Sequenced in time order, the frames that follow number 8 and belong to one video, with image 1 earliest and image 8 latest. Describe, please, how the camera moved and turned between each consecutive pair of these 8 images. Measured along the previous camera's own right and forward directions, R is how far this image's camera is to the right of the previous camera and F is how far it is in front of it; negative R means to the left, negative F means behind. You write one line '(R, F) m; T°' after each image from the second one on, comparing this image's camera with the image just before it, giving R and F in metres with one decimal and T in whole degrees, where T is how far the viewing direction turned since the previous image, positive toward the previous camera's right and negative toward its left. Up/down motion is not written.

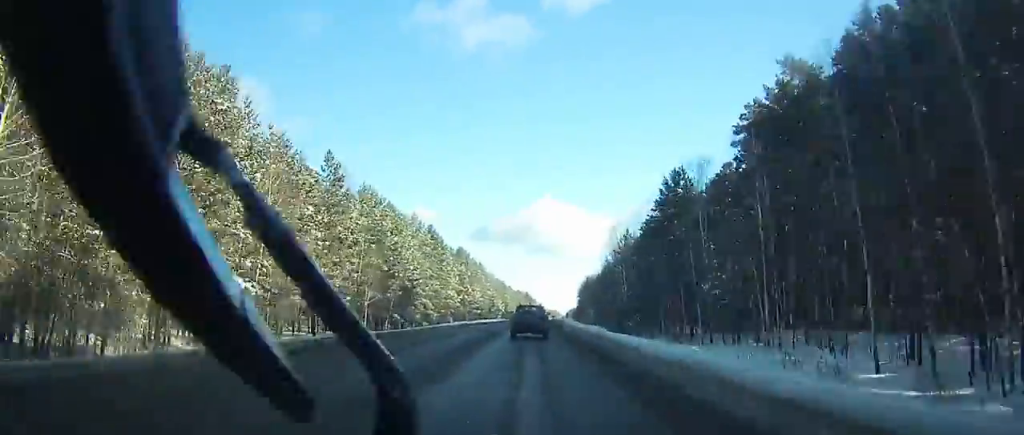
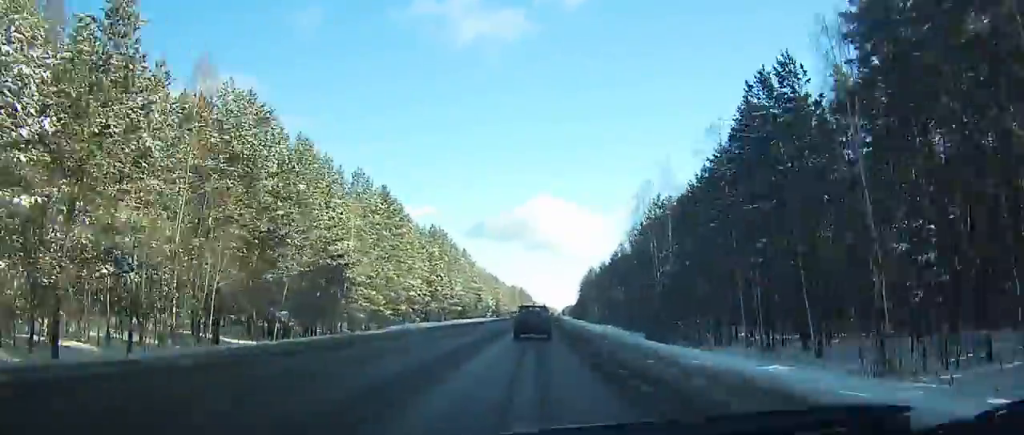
(+0.3, +28.5) m; +1°
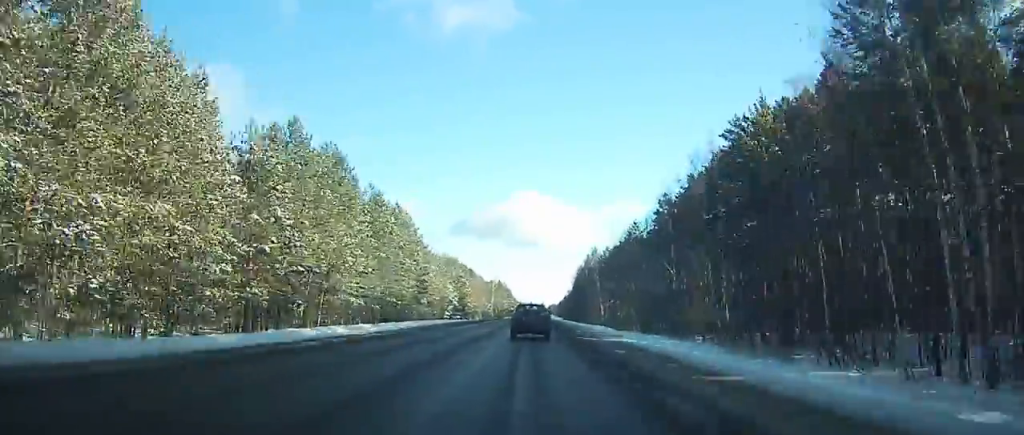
(+0.4, +52.3) m; +1°
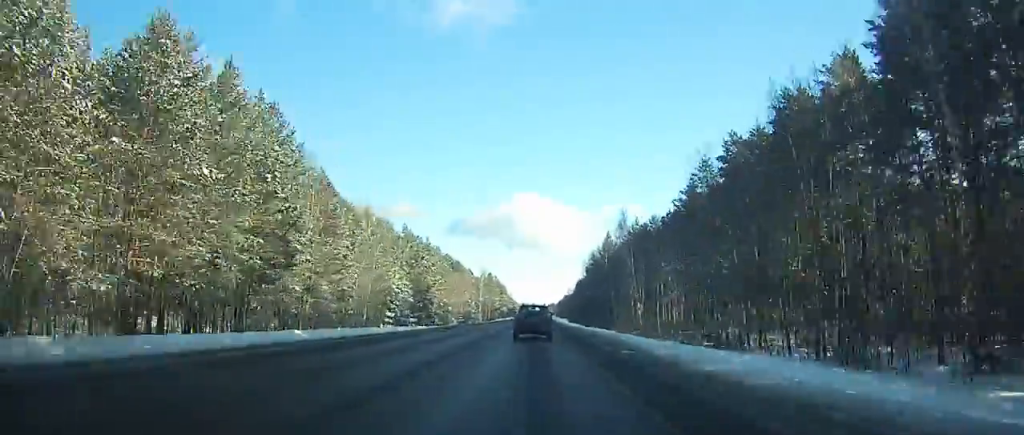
(+0.6, +47.5) m; +1°
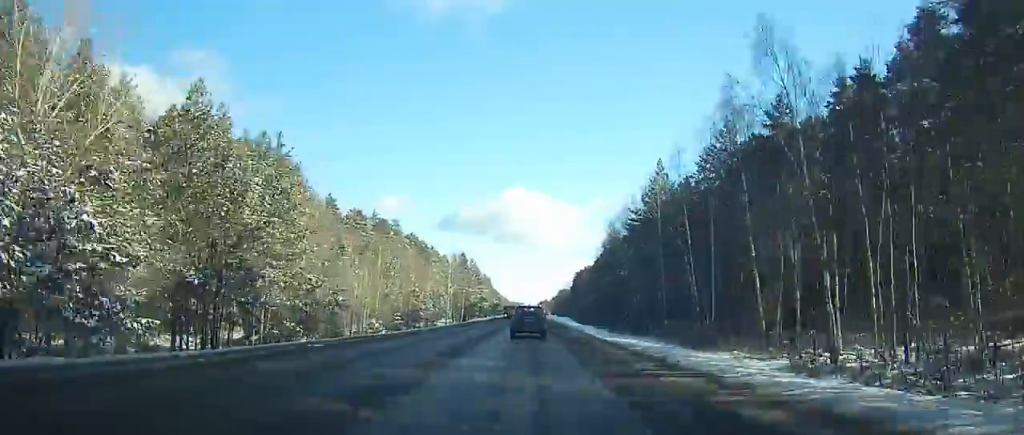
(+0.4, +57.0) m; 0°
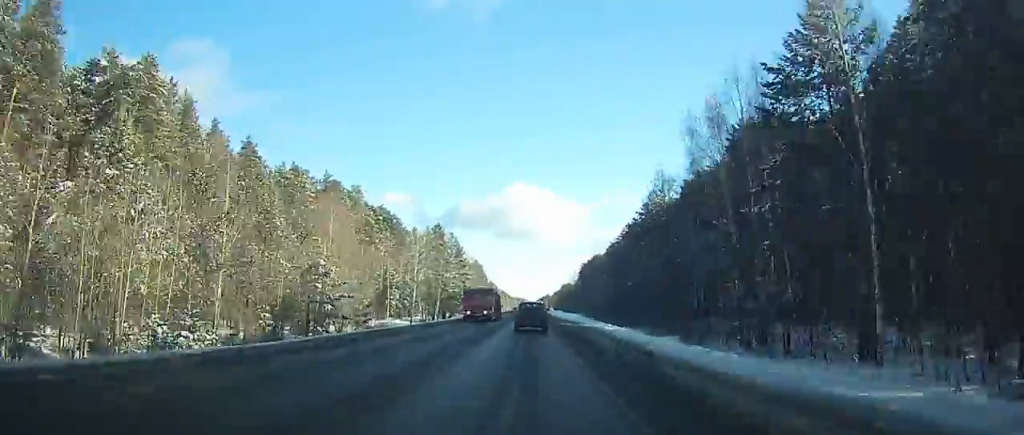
(+0.1, +40.7) m; 0°
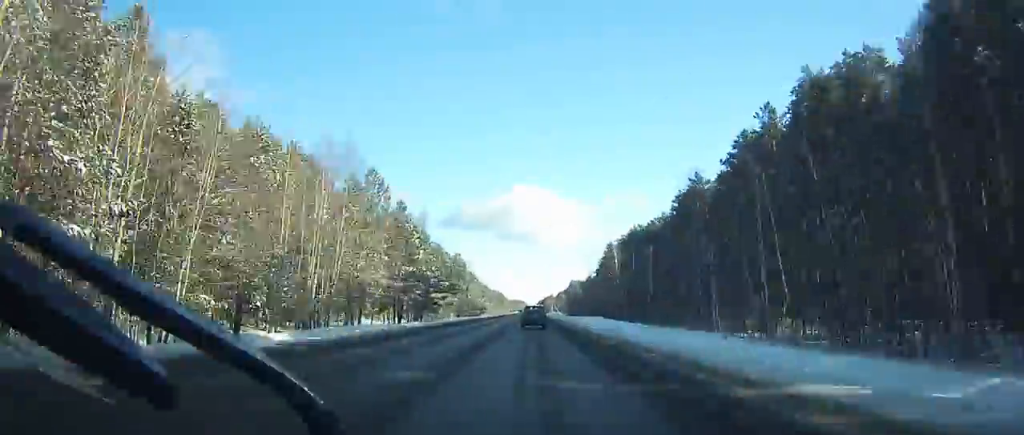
(0.0, +109.1) m; 0°
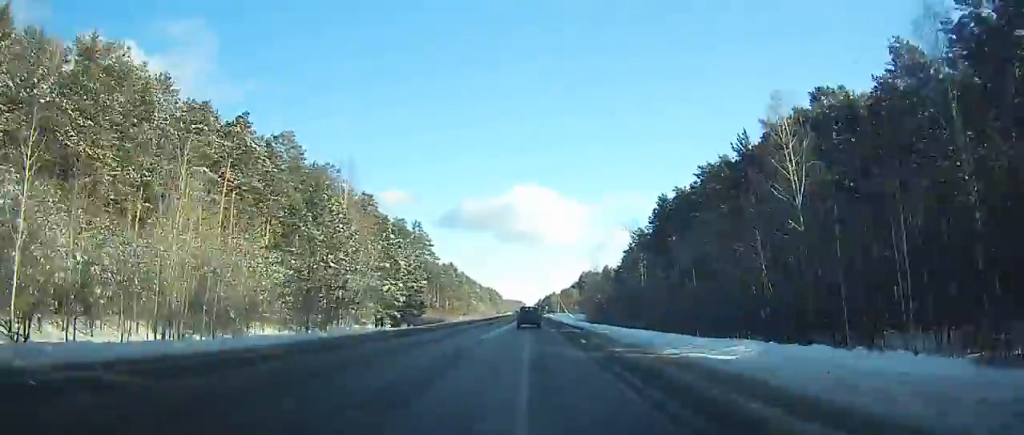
(-0.2, +91.6) m; 0°
